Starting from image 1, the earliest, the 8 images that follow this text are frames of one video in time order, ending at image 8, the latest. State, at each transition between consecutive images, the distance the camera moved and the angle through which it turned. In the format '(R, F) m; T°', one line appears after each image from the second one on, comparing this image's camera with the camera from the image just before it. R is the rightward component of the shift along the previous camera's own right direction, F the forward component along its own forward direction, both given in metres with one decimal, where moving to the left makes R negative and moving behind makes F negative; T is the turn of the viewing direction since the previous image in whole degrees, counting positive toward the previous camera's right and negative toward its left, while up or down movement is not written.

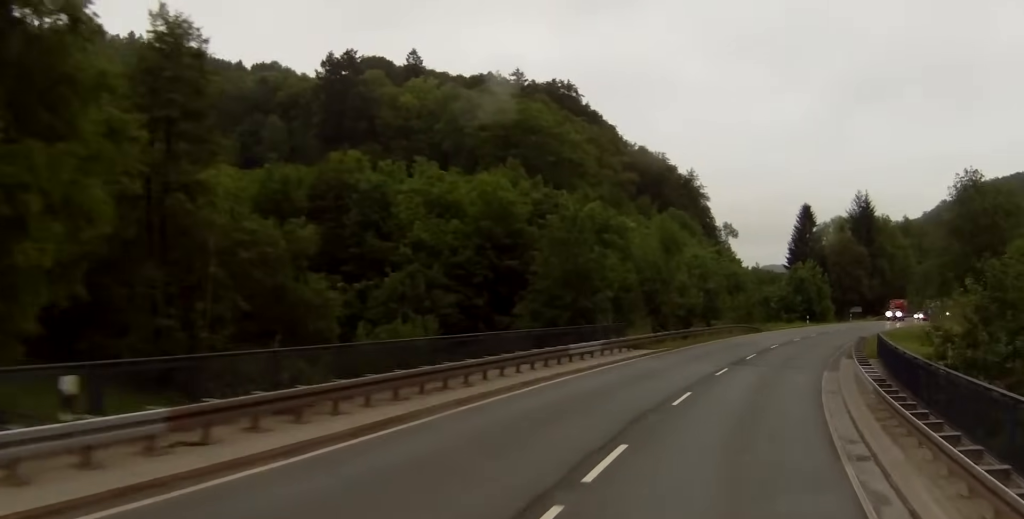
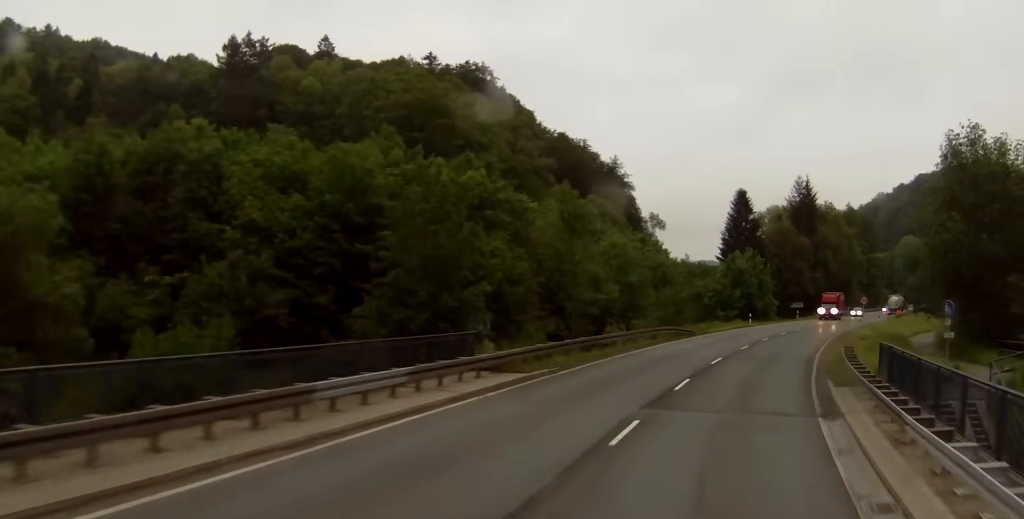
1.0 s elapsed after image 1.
(+0.4, +15.2) m; +7°
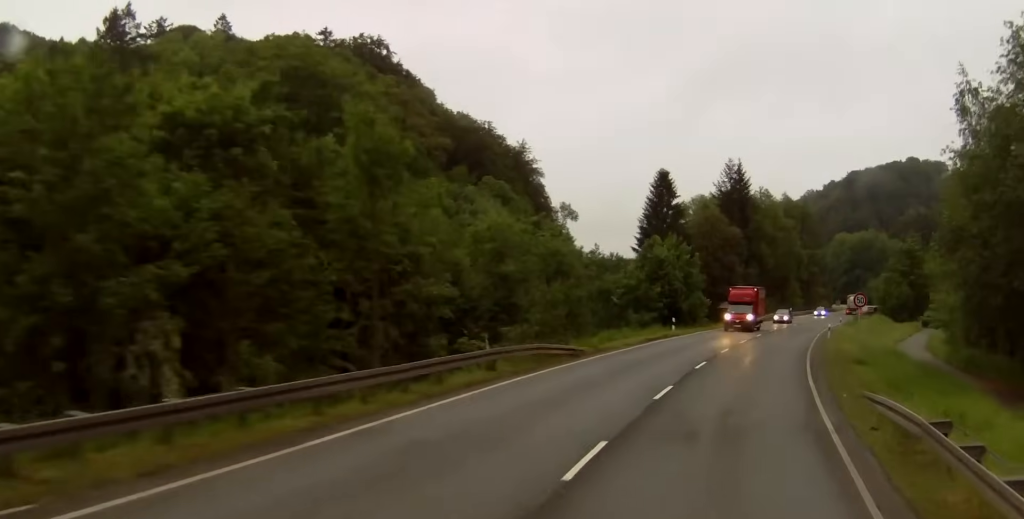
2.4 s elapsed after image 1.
(+2.1, +21.0) m; +8°
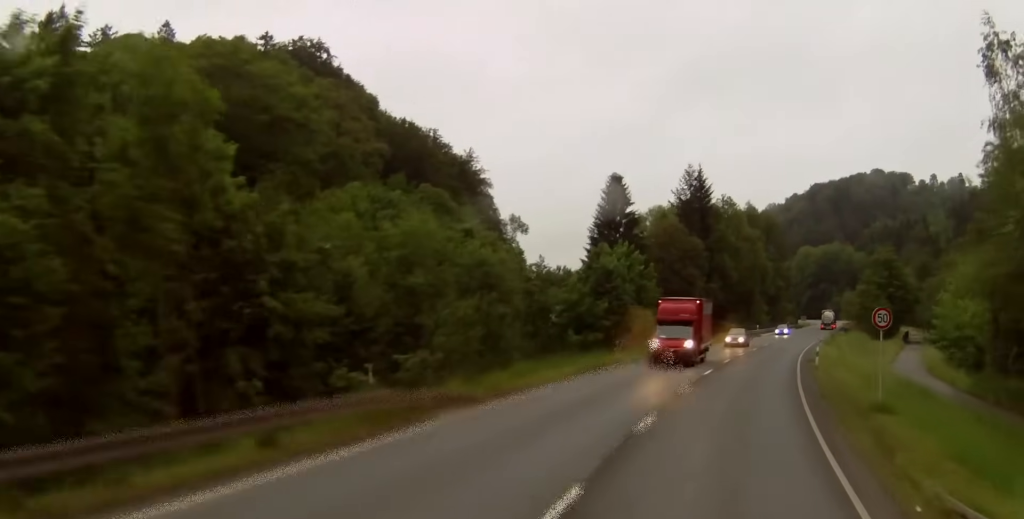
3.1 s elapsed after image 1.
(0.0, +11.0) m; 0°
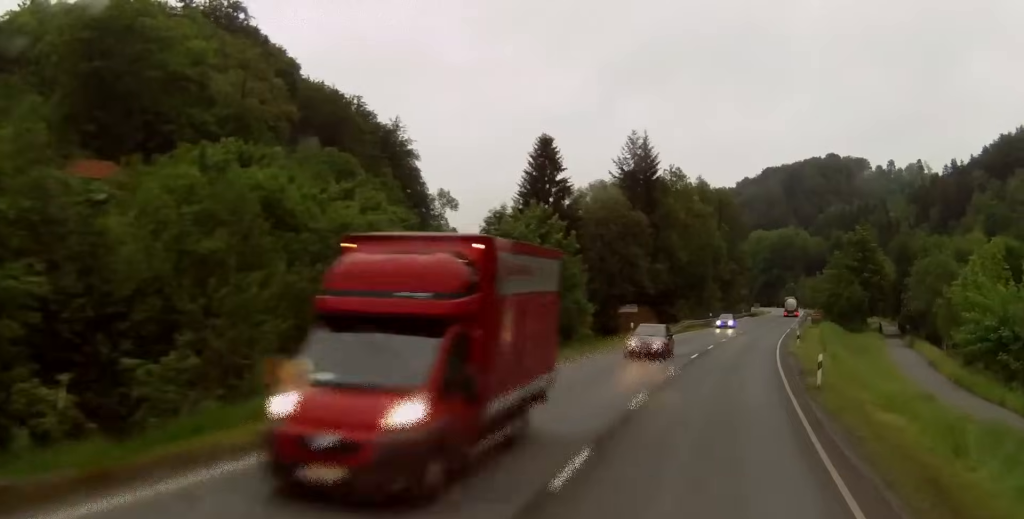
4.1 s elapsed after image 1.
(0.0, +15.9) m; 0°
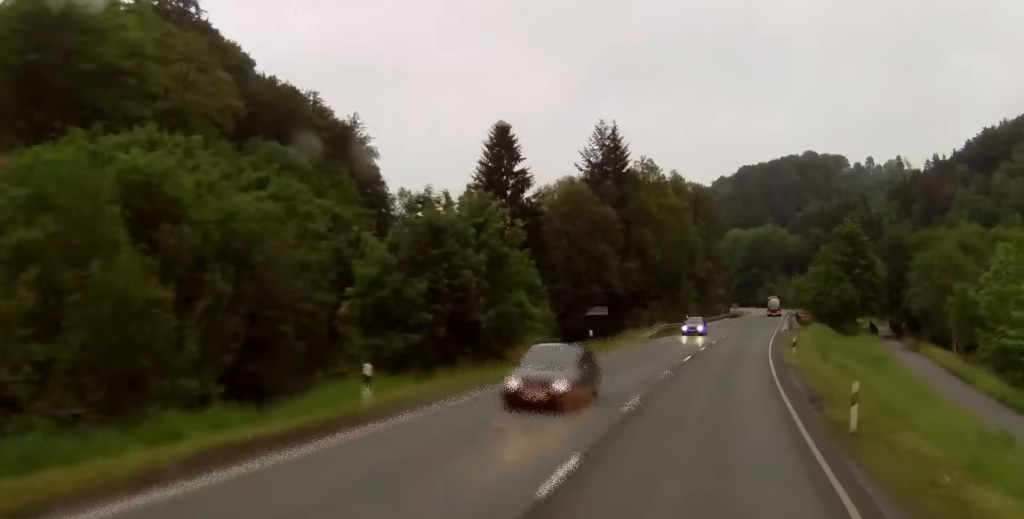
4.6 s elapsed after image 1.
(0.0, +9.2) m; 0°
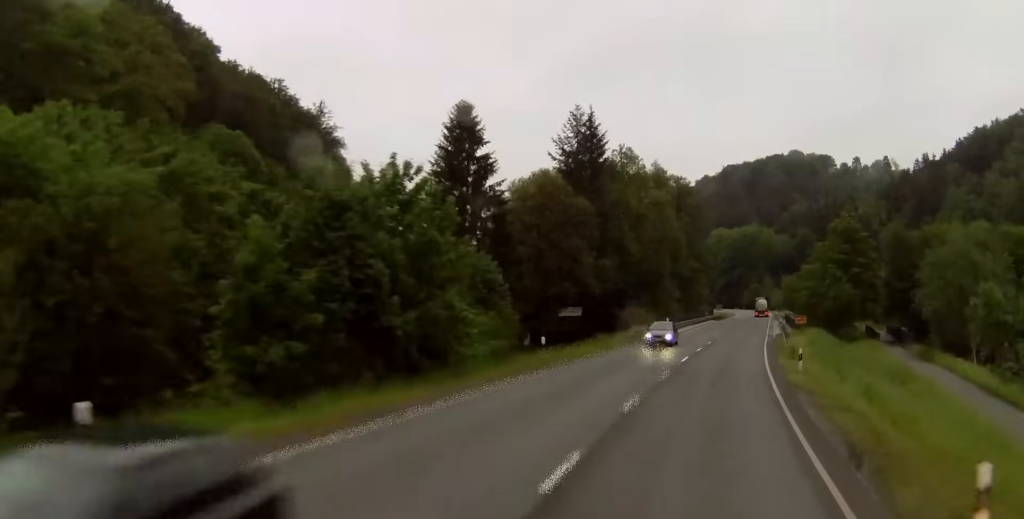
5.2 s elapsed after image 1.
(0.0, +8.6) m; 0°
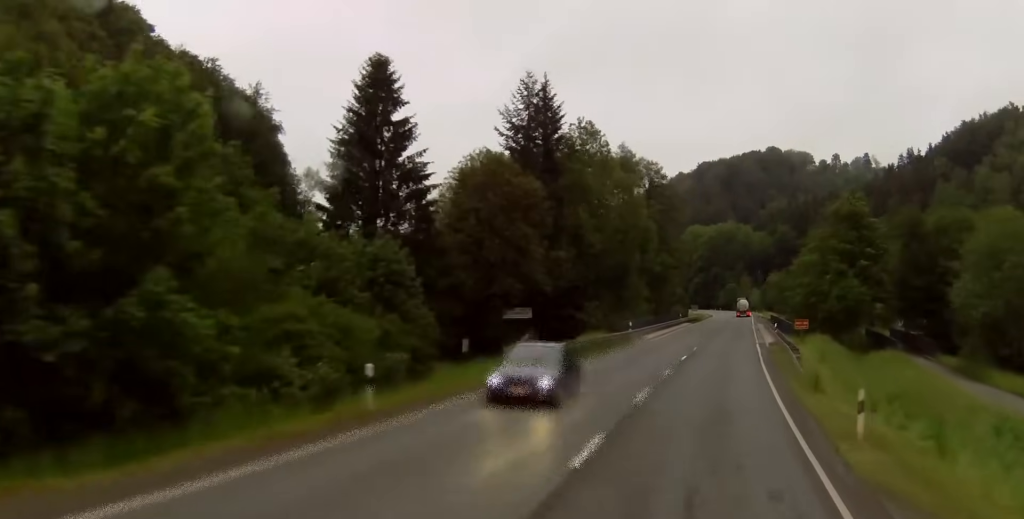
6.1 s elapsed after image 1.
(0.0, +15.9) m; +3°
